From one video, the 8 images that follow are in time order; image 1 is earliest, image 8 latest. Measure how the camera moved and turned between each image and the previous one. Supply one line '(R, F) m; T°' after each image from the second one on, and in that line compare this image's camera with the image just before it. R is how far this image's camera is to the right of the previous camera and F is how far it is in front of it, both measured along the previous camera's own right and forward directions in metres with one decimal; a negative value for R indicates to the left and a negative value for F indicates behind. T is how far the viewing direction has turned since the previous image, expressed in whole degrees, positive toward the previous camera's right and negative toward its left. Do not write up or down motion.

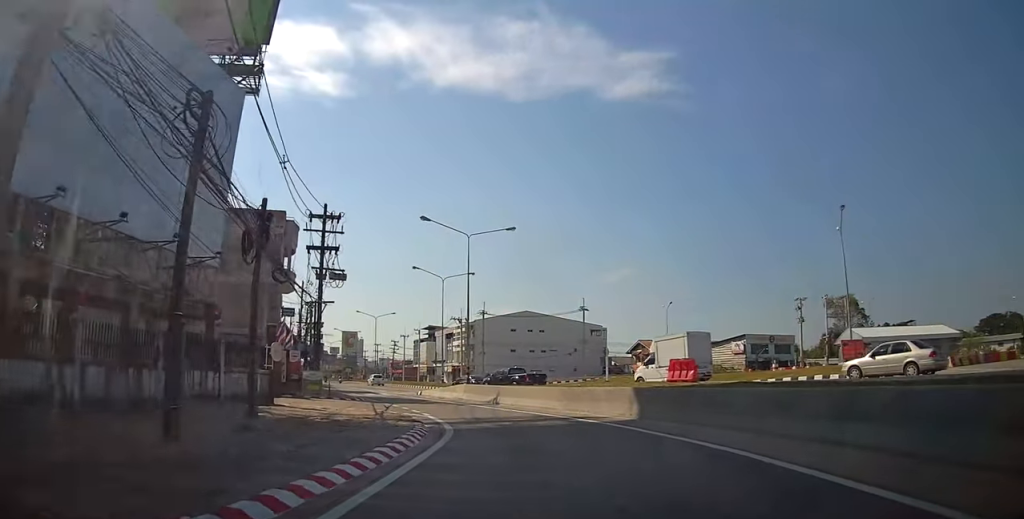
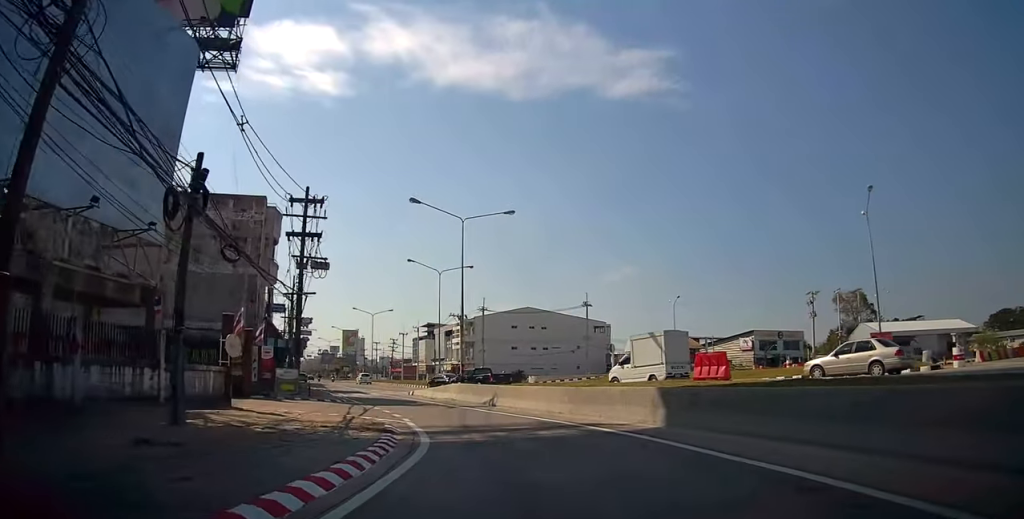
(-0.1, +2.2) m; +3°
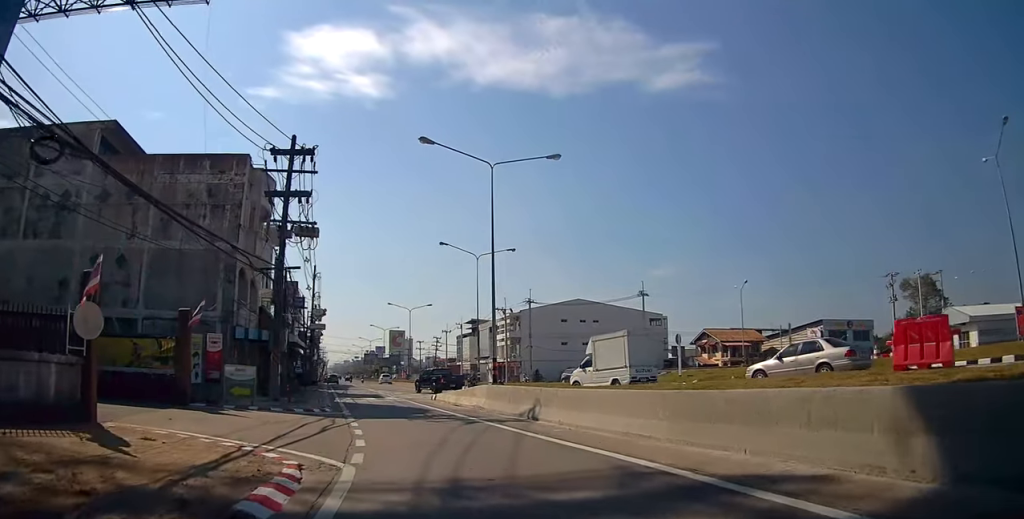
(+0.6, +6.7) m; +3°
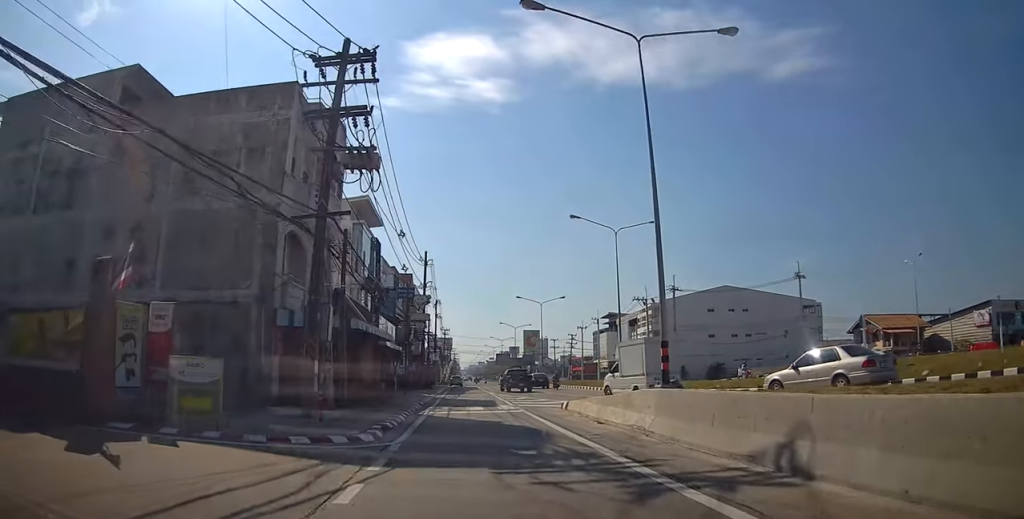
(-0.6, +8.0) m; -8°
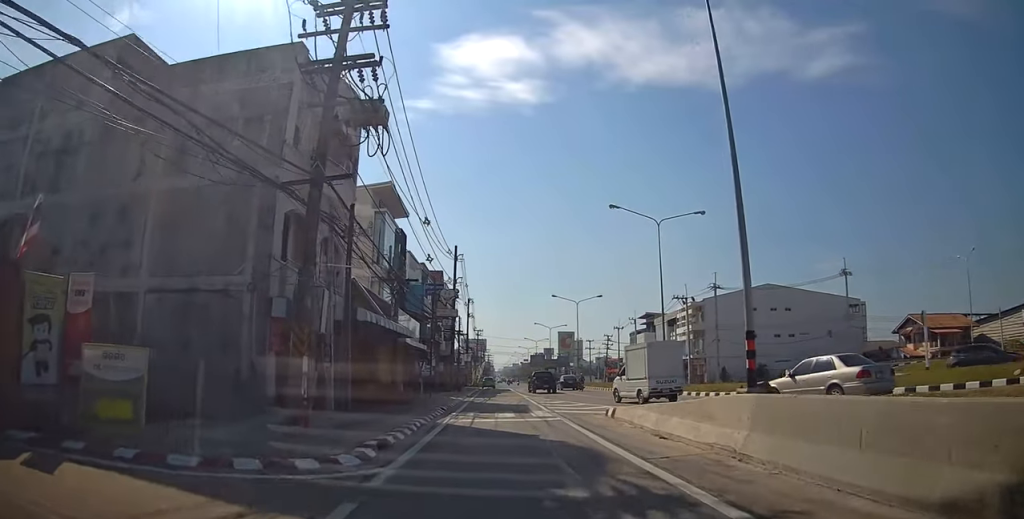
(0.0, +2.4) m; -5°
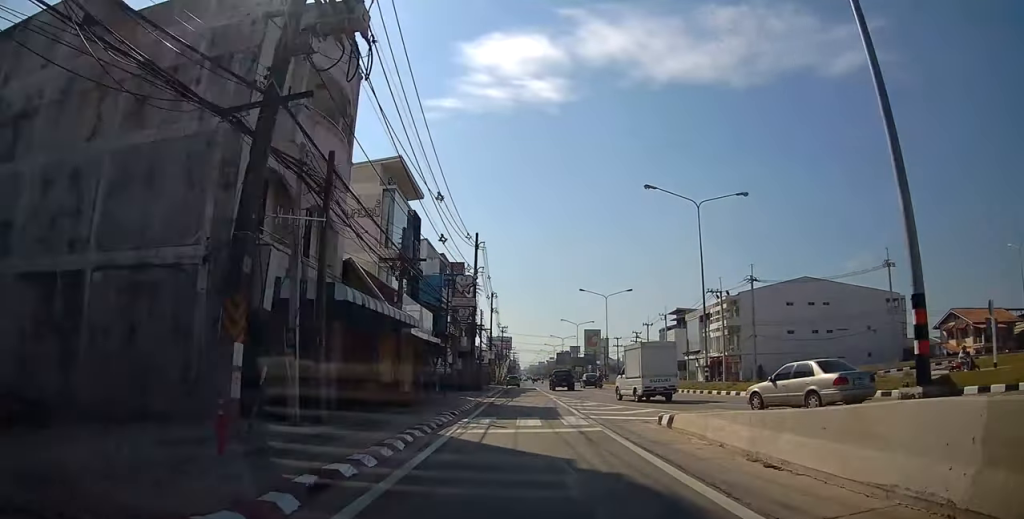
(0.0, +2.9) m; -6°
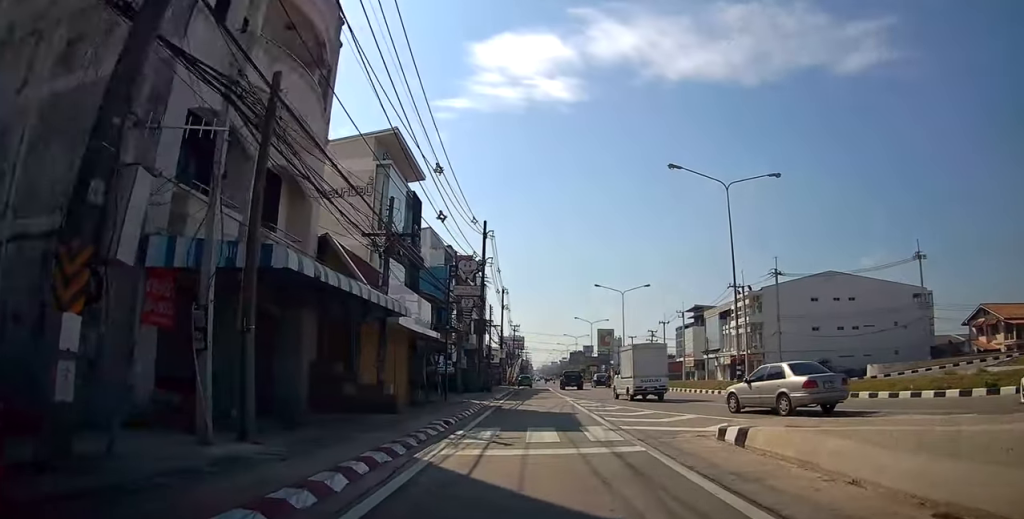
(-0.3, +2.6) m; -7°
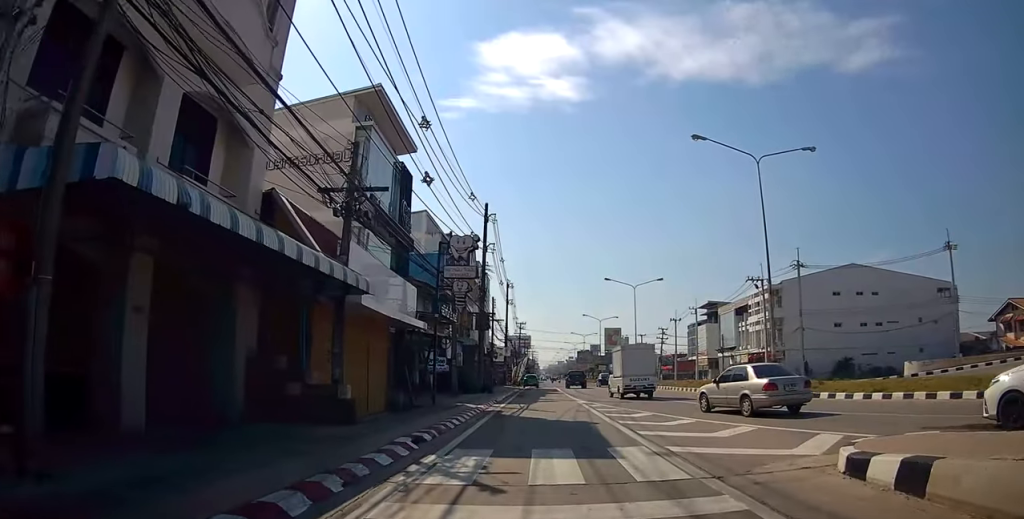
(-0.2, +2.9) m; -4°
